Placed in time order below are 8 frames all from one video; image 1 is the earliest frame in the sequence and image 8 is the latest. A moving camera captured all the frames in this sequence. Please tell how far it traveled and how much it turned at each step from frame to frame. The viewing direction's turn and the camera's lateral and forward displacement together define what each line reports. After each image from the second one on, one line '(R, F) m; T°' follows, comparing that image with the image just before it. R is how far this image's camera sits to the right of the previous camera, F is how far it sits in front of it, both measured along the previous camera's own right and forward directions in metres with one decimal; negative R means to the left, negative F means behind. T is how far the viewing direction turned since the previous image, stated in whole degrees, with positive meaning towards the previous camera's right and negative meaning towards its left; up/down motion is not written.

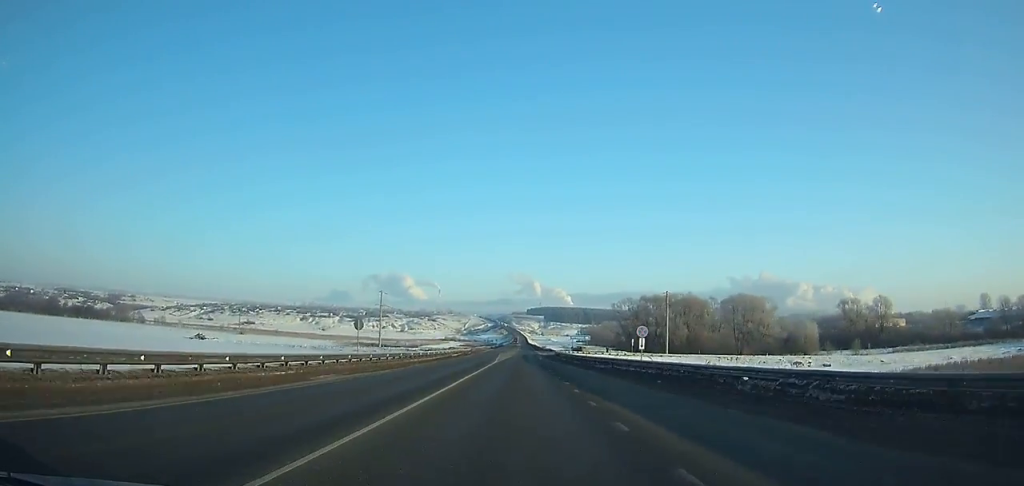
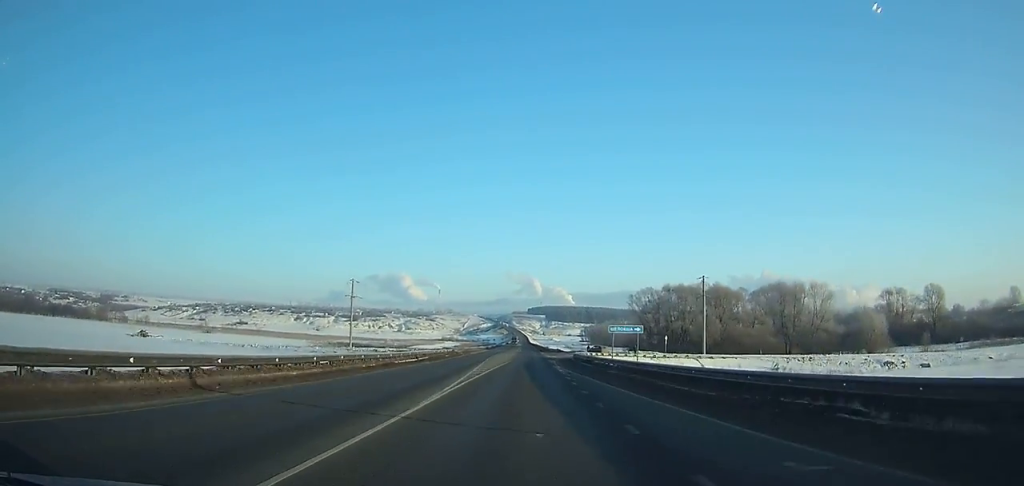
(-0.1, +32.5) m; 0°
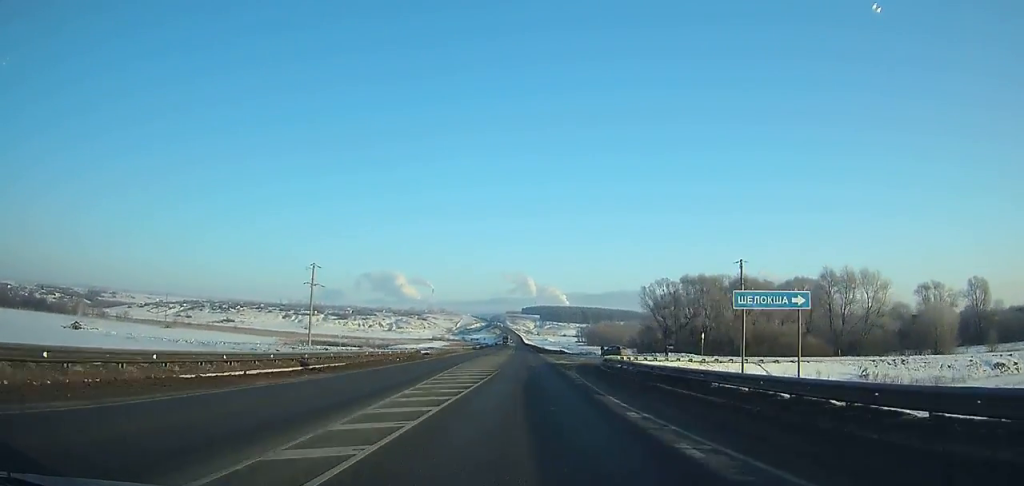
(+0.2, +26.1) m; 0°
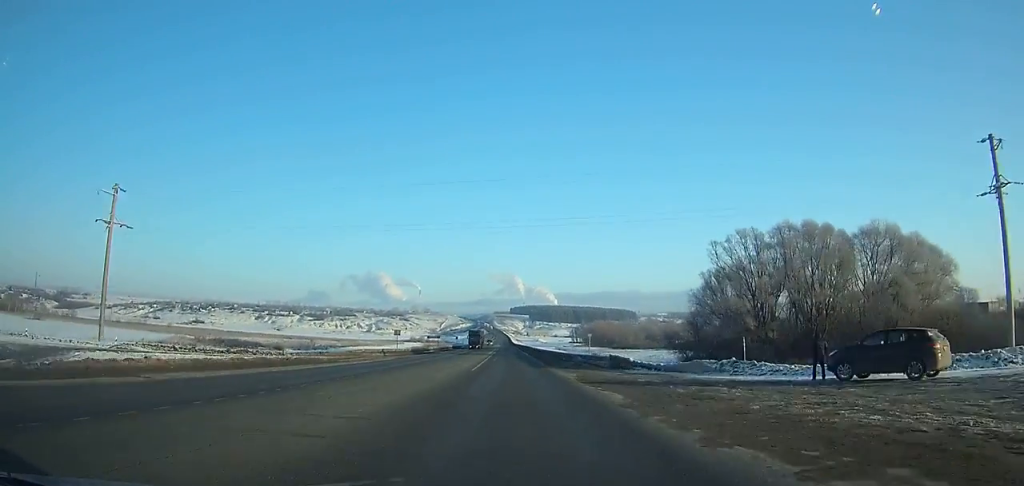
(+0.4, +65.4) m; 0°
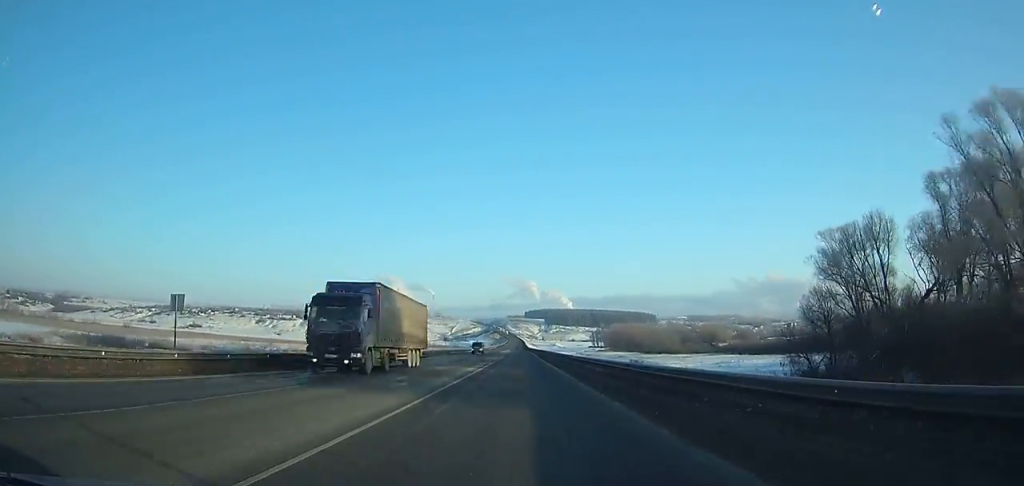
(-0.2, +52.7) m; 0°
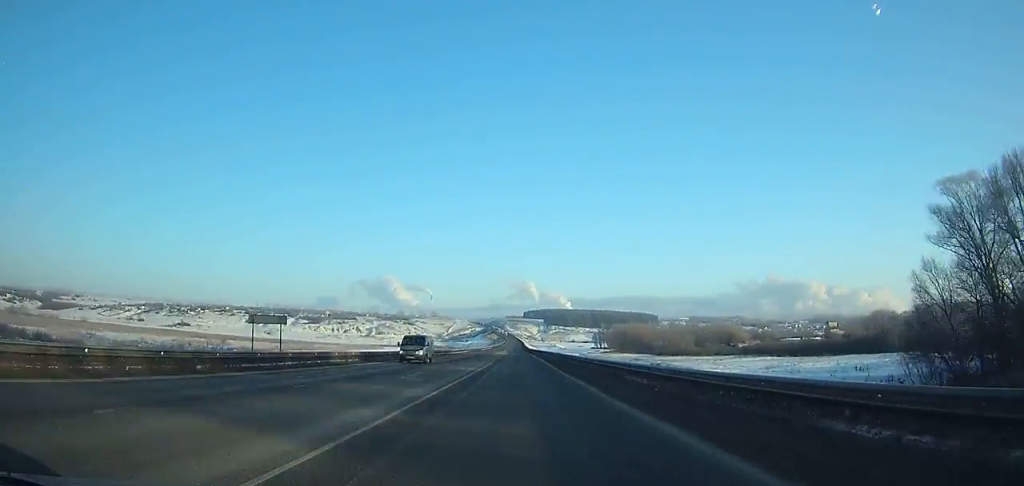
(-0.2, +28.8) m; 0°
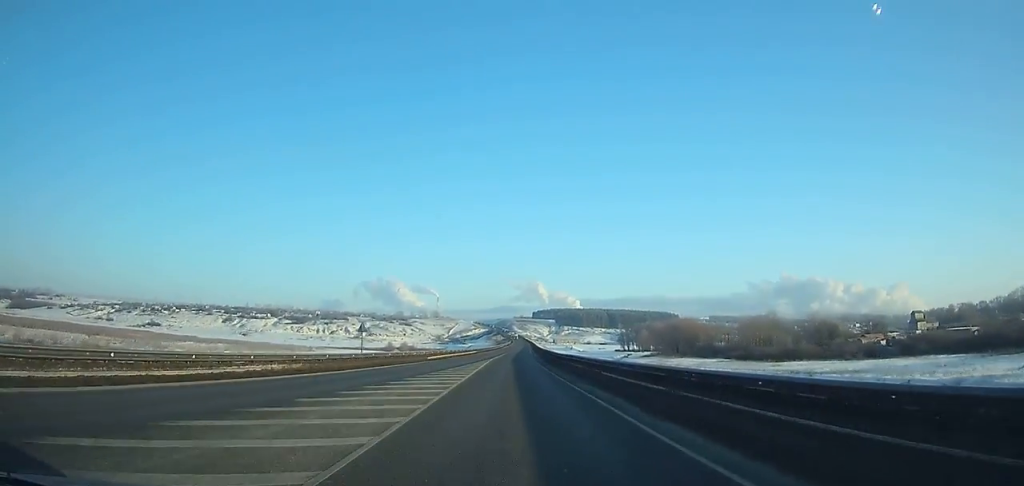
(-0.7, +98.2) m; -1°
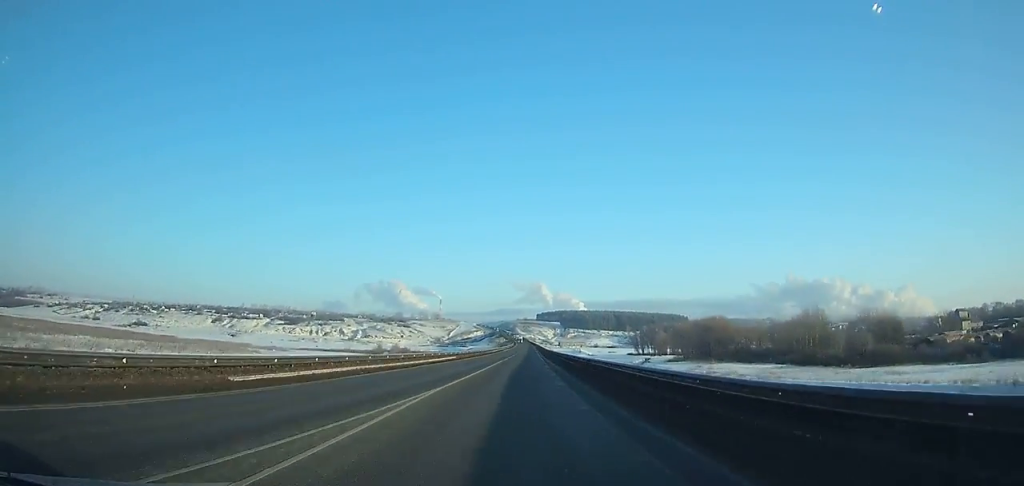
(-0.2, +38.0) m; 0°
